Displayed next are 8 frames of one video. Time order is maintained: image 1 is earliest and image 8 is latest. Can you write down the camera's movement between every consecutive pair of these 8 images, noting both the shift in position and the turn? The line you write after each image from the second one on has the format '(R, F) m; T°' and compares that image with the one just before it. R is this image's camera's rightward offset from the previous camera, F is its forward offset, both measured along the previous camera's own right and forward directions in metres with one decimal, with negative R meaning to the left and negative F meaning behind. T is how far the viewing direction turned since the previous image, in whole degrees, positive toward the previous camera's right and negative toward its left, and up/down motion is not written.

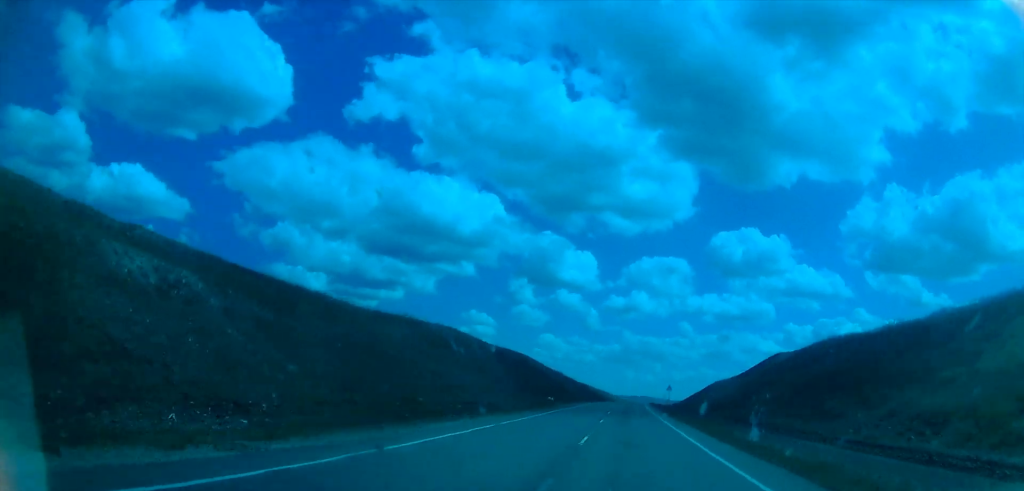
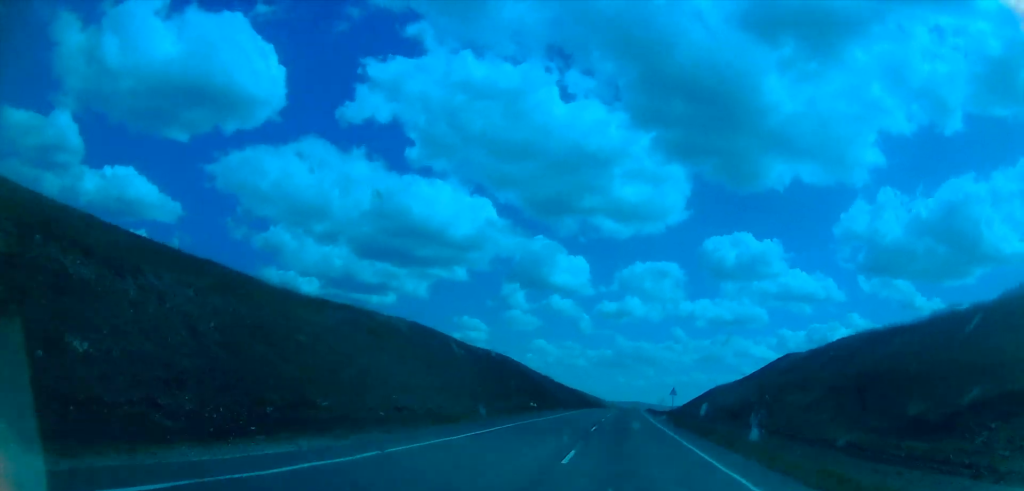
(-0.4, +15.4) m; 0°
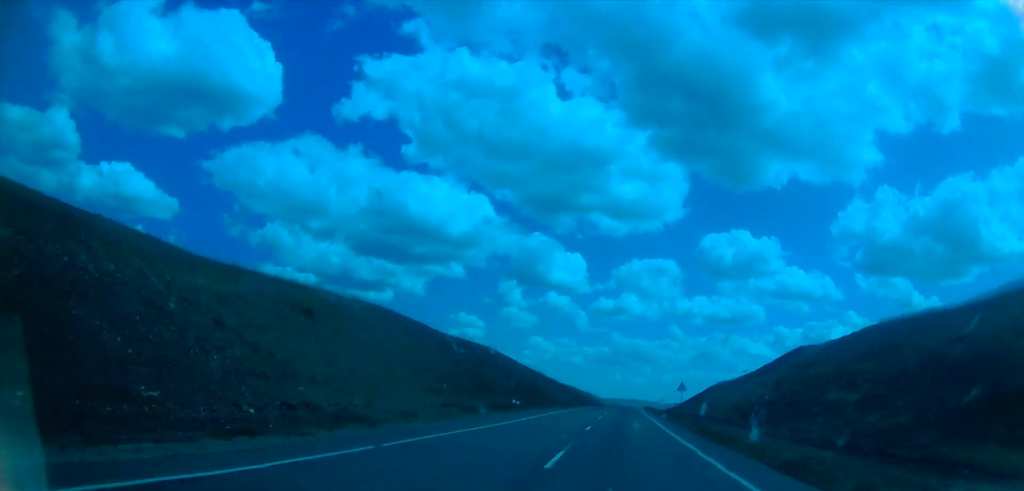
(0.0, +13.7) m; 0°
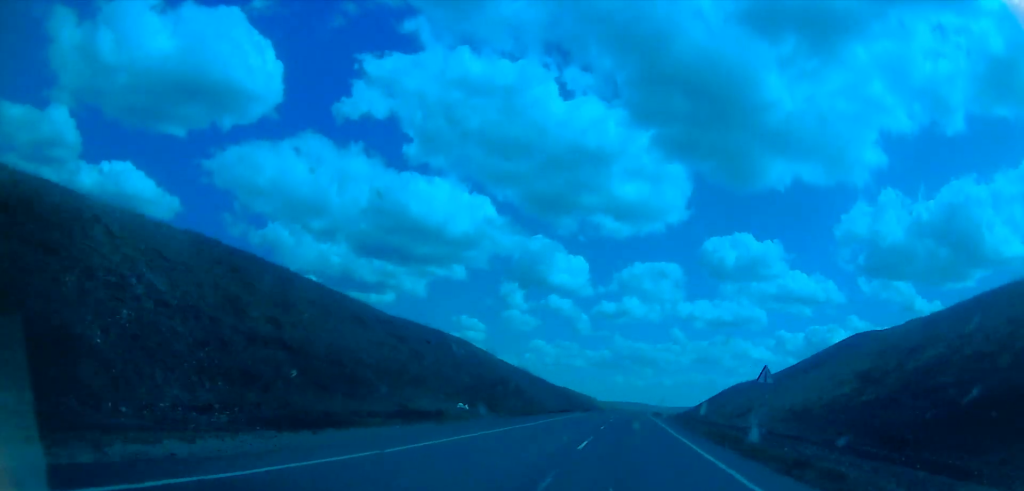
(+0.3, +30.8) m; -1°
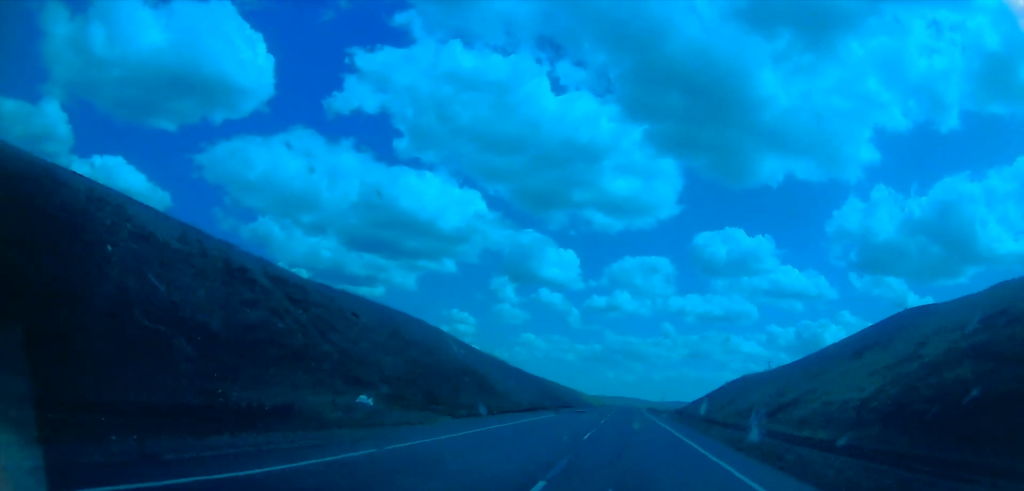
(-0.4, +21.2) m; 0°
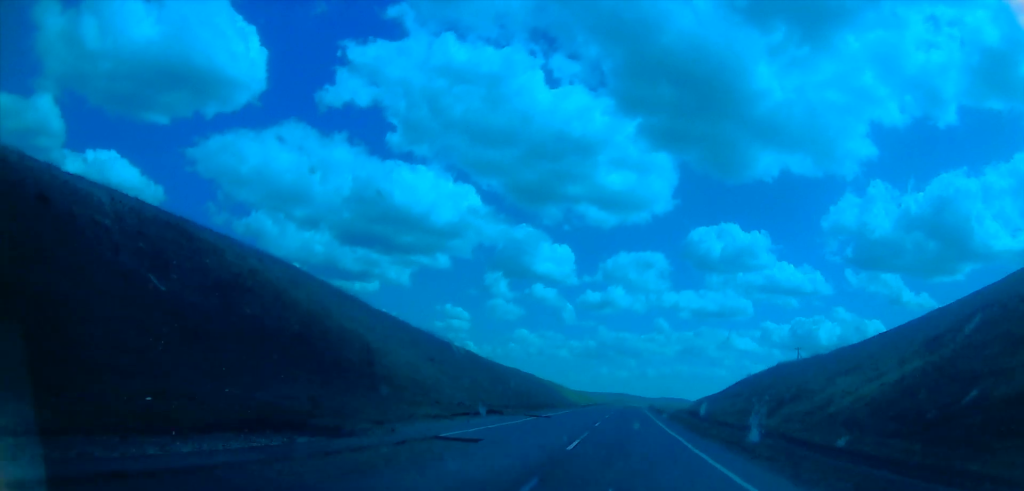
(+1.5, +39.4) m; +4°
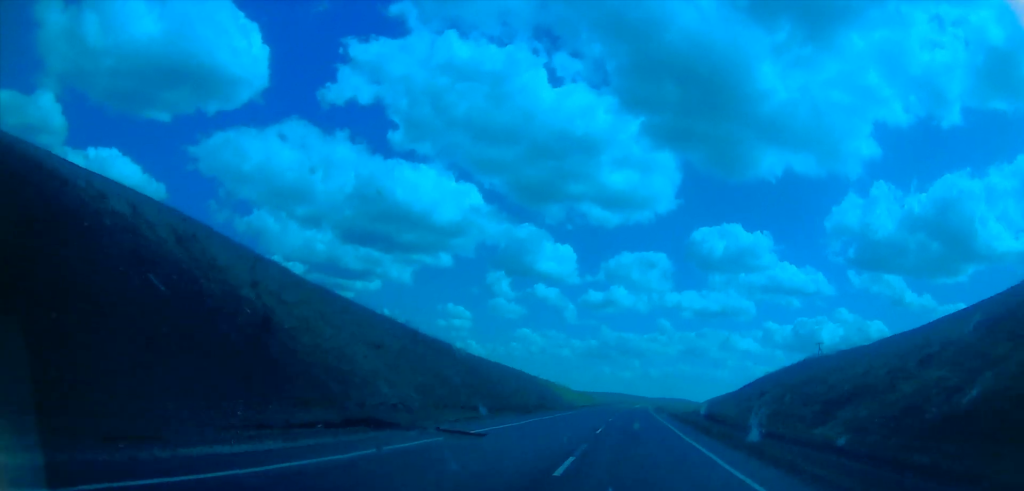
(+0.1, +16.9) m; -2°
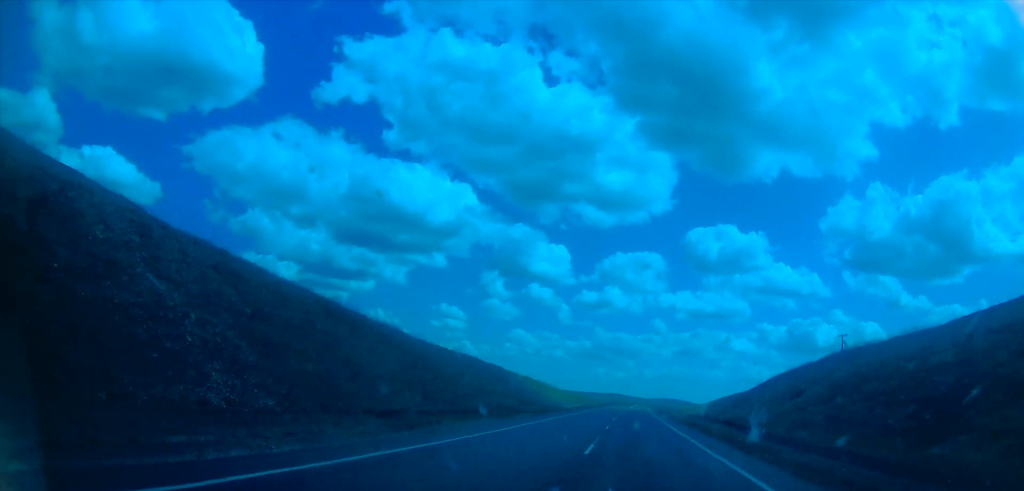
(-0.7, +19.8) m; 0°
